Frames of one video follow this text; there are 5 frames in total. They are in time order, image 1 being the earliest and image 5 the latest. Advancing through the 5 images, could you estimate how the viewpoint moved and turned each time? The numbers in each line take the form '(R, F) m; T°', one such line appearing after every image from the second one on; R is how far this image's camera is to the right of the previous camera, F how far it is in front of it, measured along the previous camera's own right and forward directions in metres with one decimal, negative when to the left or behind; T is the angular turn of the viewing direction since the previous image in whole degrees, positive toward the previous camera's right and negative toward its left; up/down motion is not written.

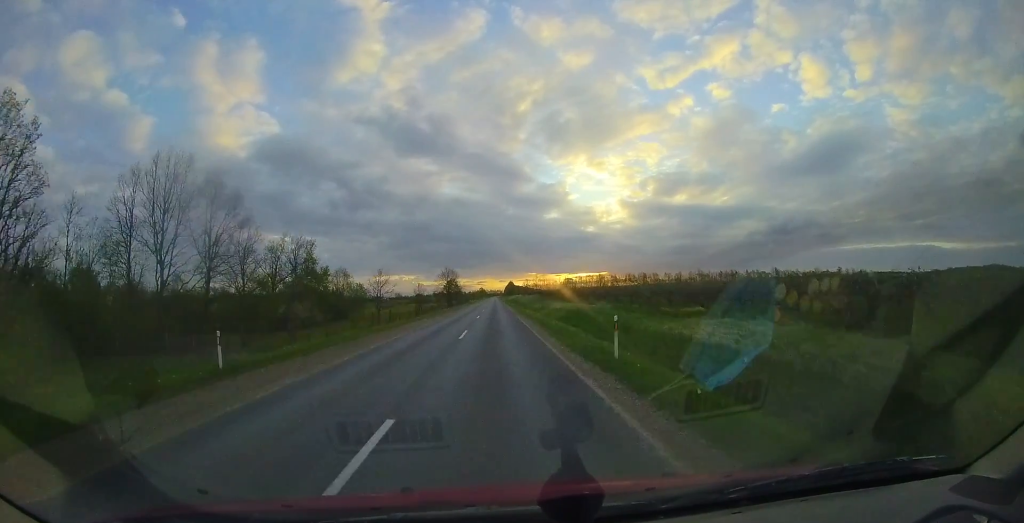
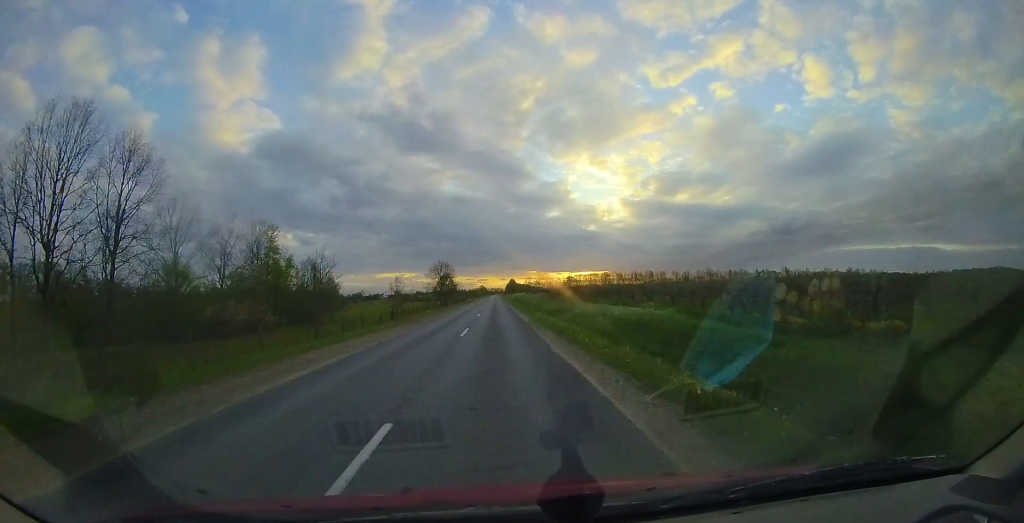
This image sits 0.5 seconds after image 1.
(-0.2, +12.1) m; 0°
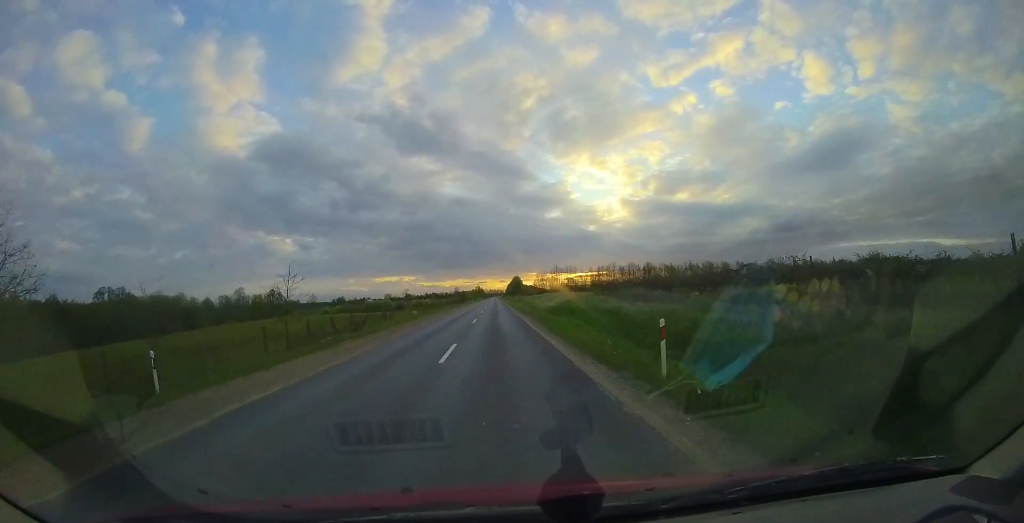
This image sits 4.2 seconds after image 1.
(+1.3, +88.0) m; +1°
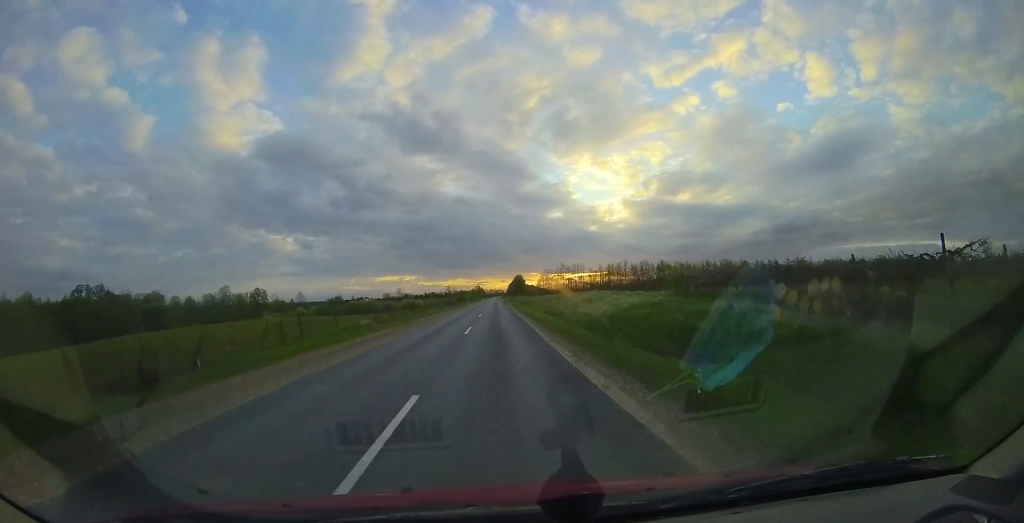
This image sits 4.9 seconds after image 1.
(+0.1, +17.9) m; 0°
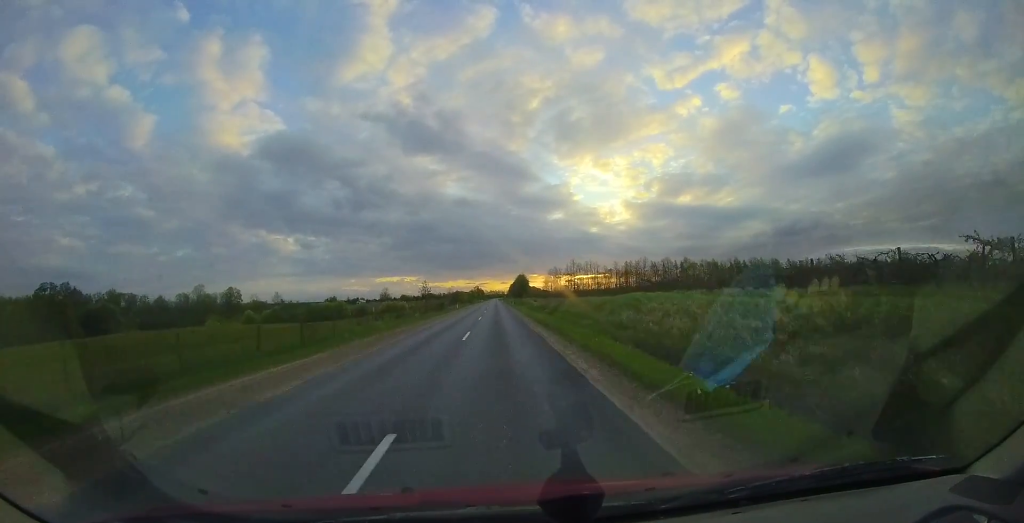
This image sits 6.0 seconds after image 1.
(-0.3, +25.4) m; -1°
